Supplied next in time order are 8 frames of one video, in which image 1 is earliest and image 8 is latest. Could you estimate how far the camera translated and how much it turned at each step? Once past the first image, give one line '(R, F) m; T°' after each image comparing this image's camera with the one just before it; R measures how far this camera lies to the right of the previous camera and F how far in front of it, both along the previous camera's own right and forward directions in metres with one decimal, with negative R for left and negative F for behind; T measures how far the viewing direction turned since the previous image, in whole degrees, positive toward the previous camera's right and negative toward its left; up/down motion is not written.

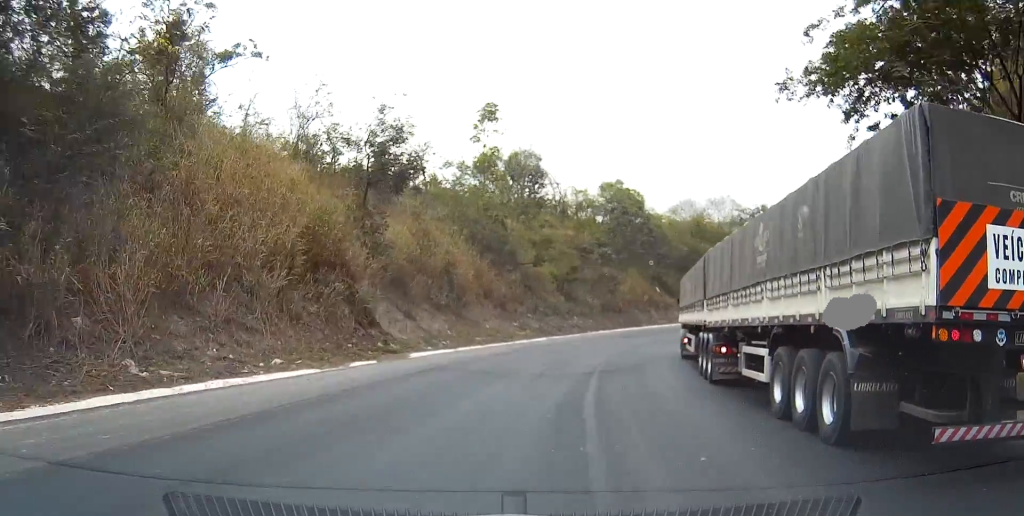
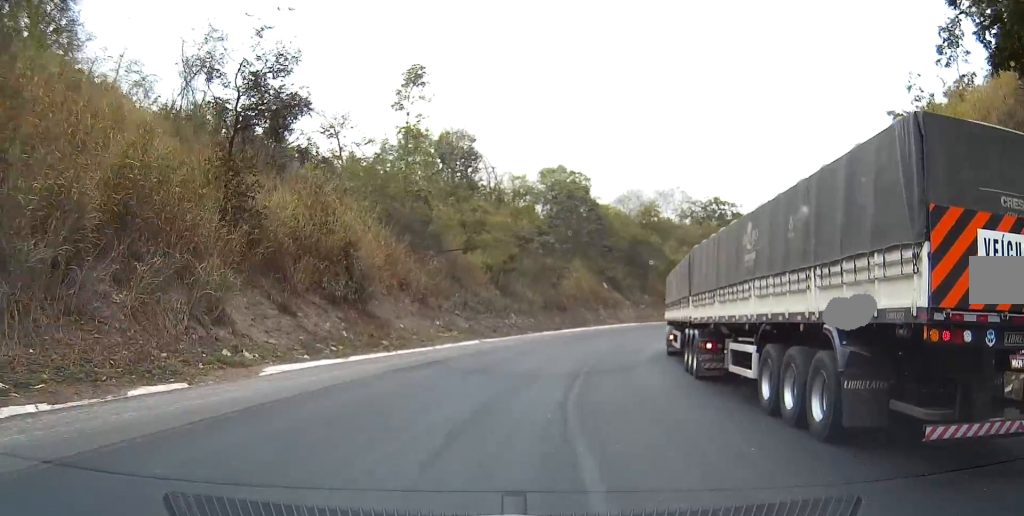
(+1.2, +9.4) m; +7°
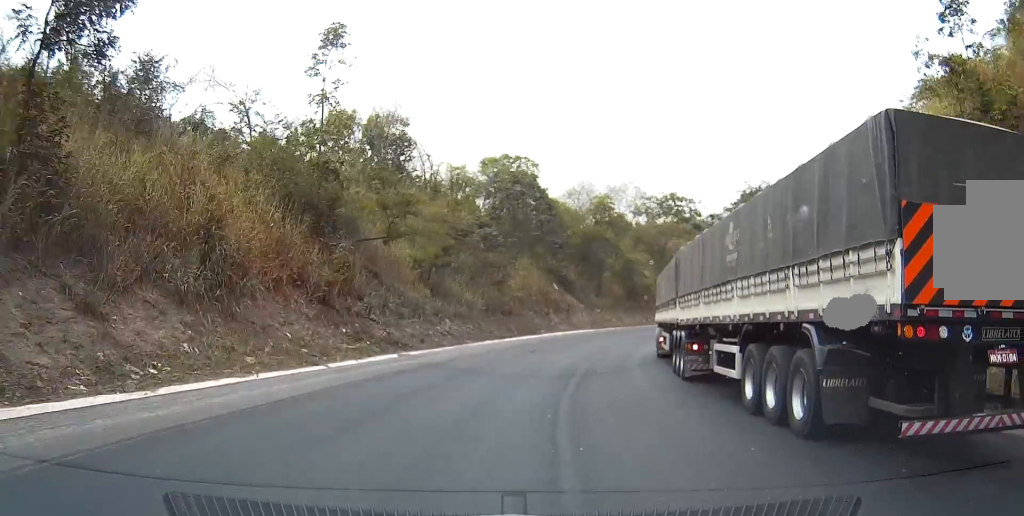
(0.0, +9.1) m; 0°
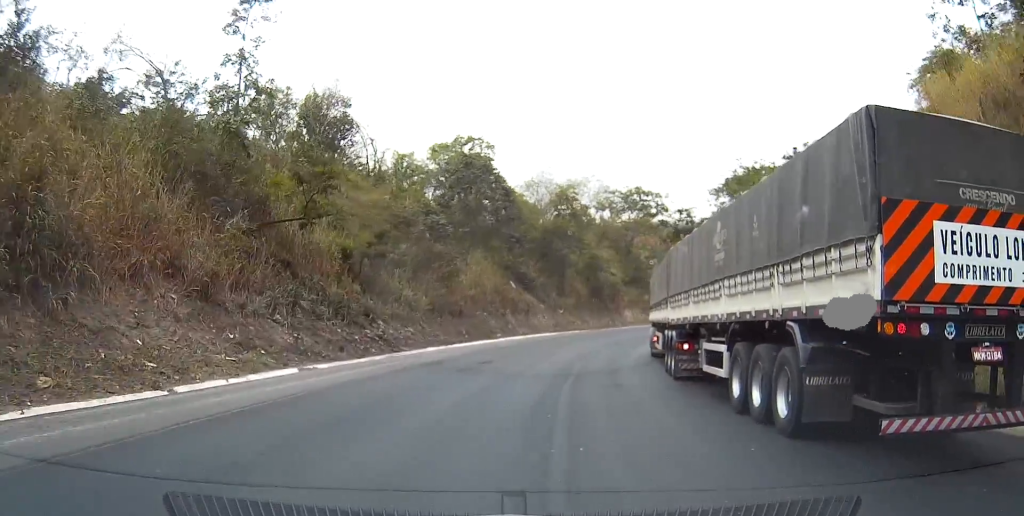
(0.0, +7.5) m; 0°
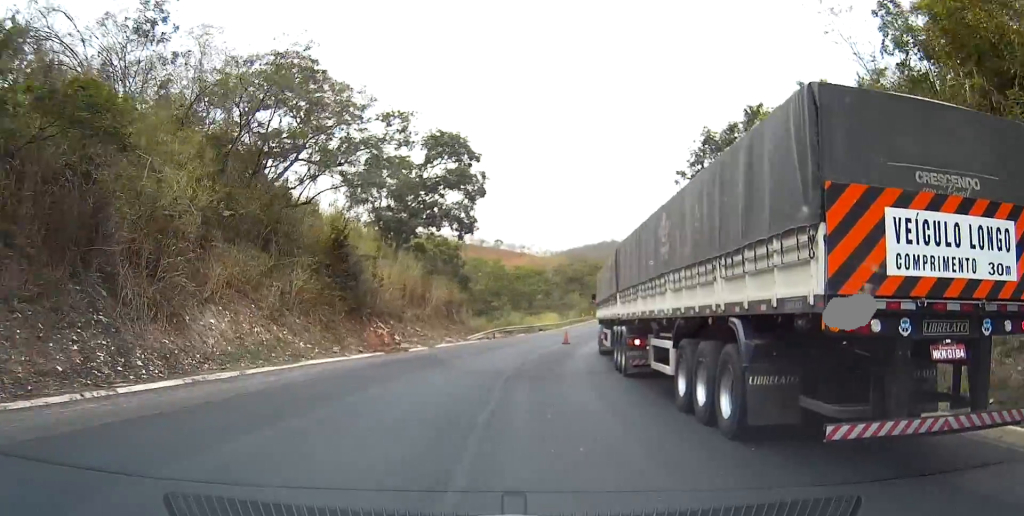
(+0.1, +57.2) m; +5°
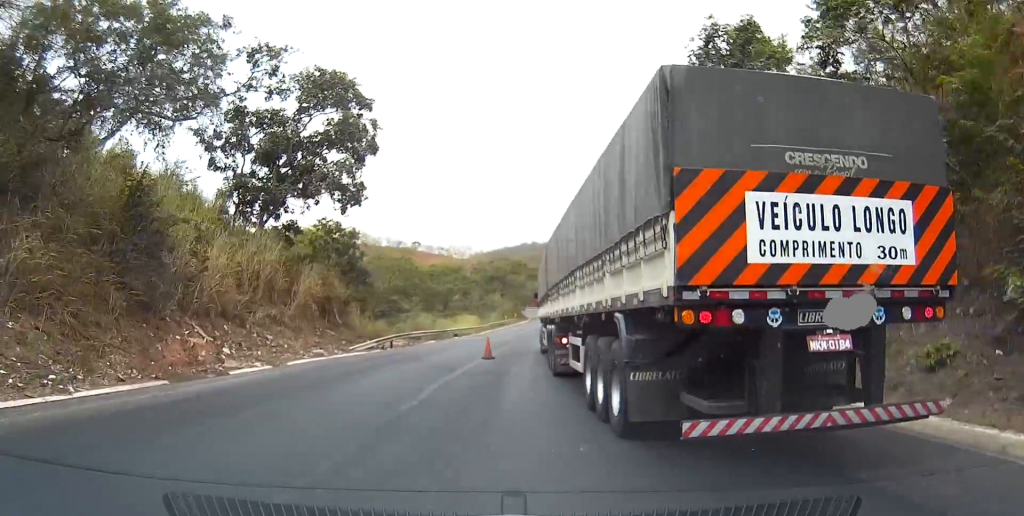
(0.0, +13.9) m; +10°
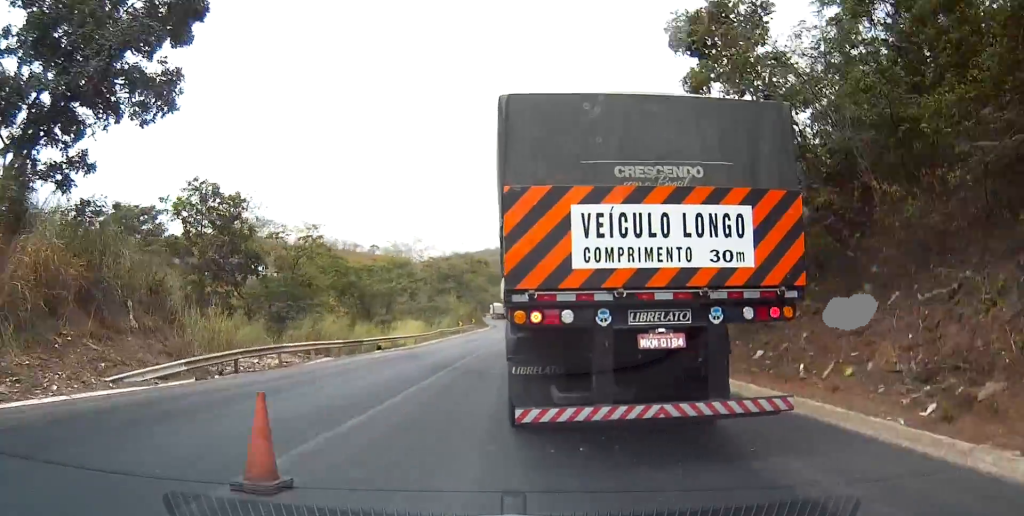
(+3.8, +19.1) m; +11°
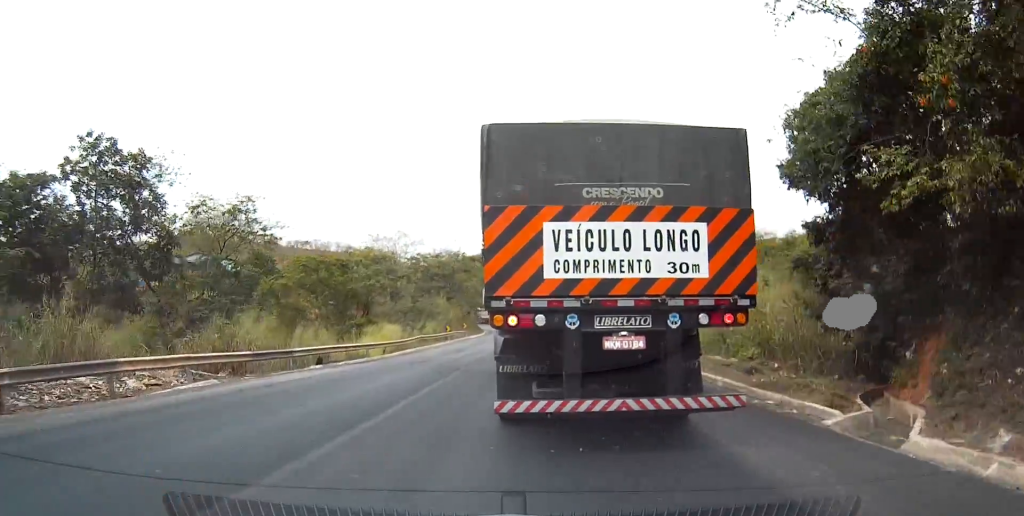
(0.0, +12.3) m; 0°
